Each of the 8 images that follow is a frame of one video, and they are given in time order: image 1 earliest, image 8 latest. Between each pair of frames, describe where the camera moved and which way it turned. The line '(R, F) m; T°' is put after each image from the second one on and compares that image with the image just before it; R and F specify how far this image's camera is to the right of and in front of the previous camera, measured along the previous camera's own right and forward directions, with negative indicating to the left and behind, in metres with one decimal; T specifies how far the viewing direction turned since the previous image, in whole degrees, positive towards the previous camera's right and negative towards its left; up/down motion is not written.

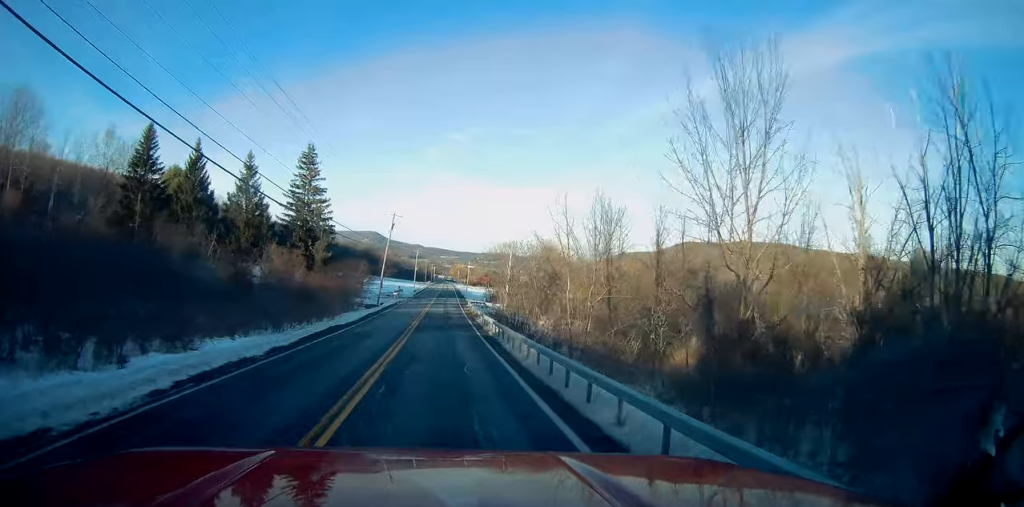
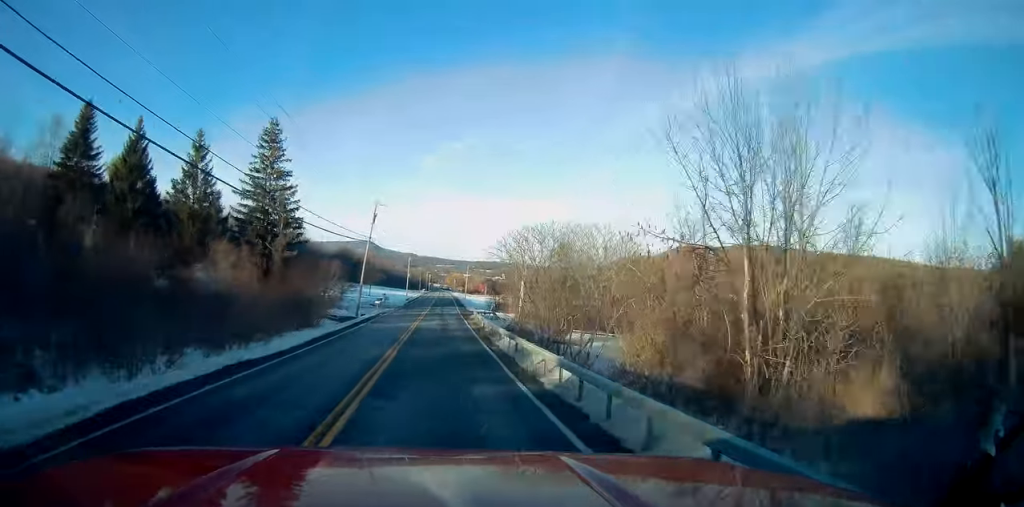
(-0.2, +15.8) m; -1°
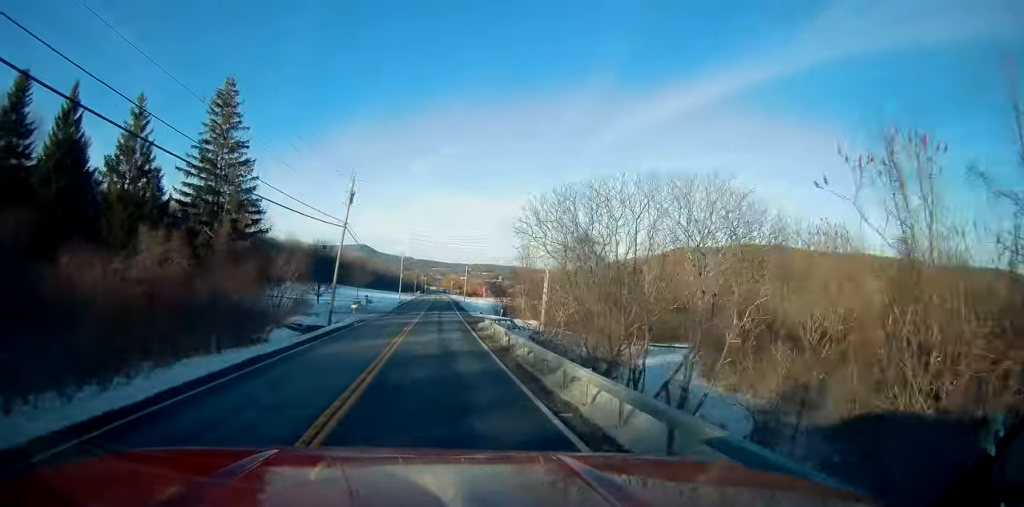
(0.0, +13.6) m; 0°
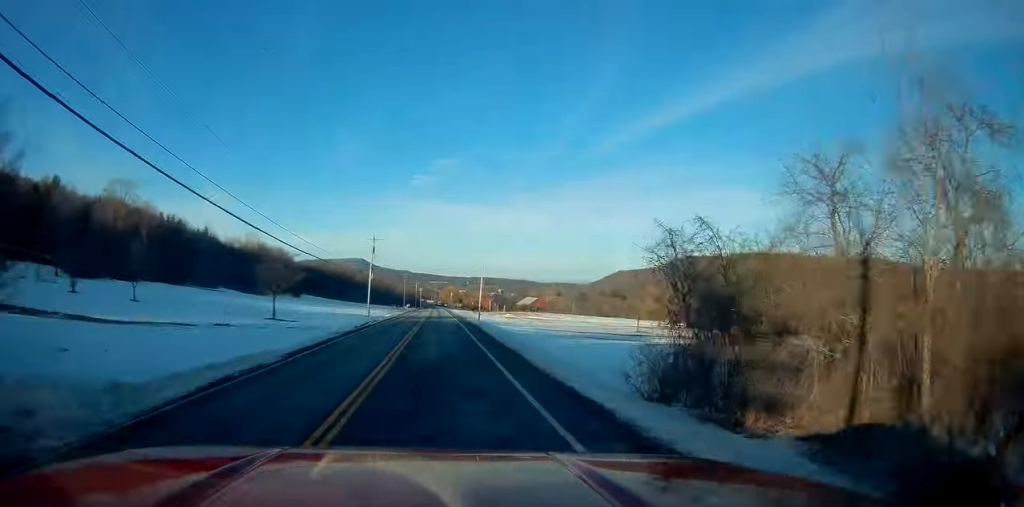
(+0.9, +53.7) m; +1°
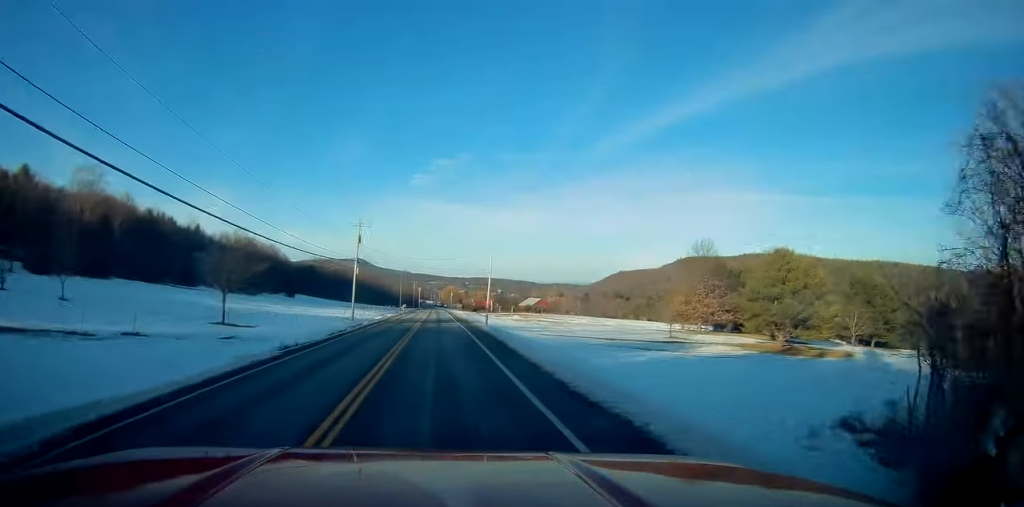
(0.0, +12.8) m; 0°
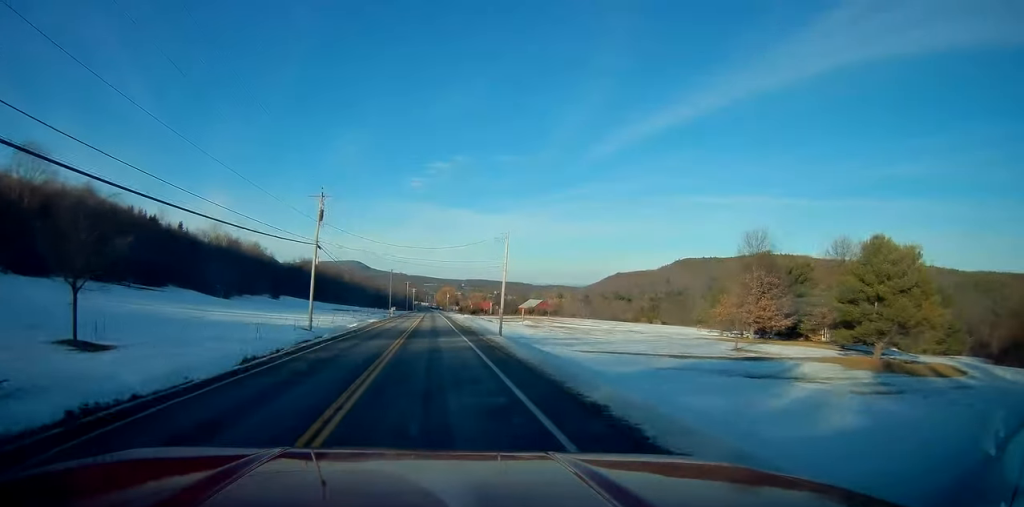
(0.0, +18.4) m; 0°
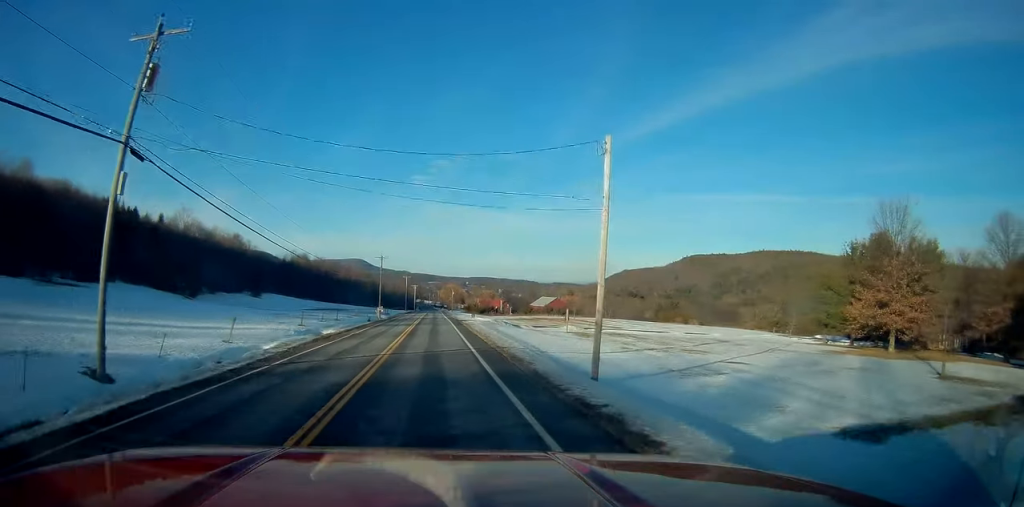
(-0.1, +28.0) m; -1°
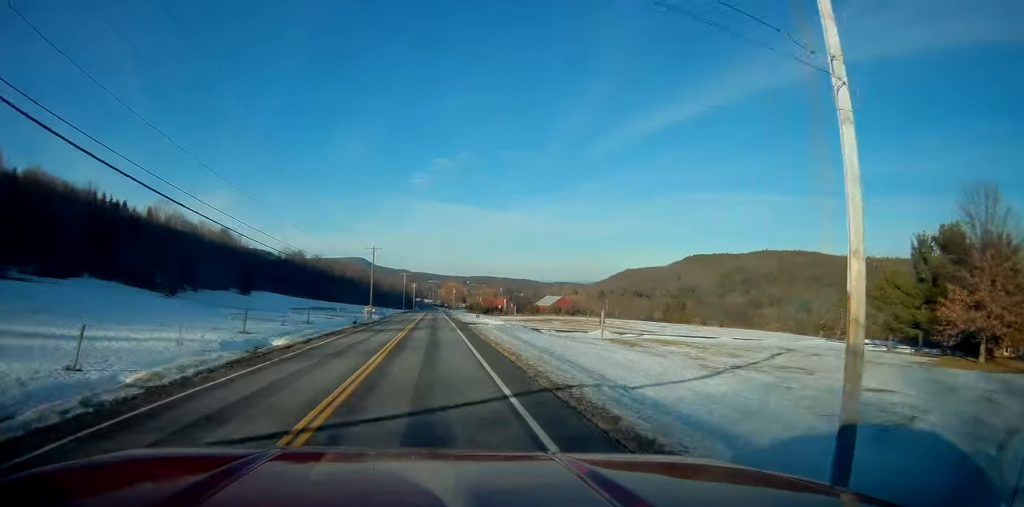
(-0.2, +12.7) m; 0°
